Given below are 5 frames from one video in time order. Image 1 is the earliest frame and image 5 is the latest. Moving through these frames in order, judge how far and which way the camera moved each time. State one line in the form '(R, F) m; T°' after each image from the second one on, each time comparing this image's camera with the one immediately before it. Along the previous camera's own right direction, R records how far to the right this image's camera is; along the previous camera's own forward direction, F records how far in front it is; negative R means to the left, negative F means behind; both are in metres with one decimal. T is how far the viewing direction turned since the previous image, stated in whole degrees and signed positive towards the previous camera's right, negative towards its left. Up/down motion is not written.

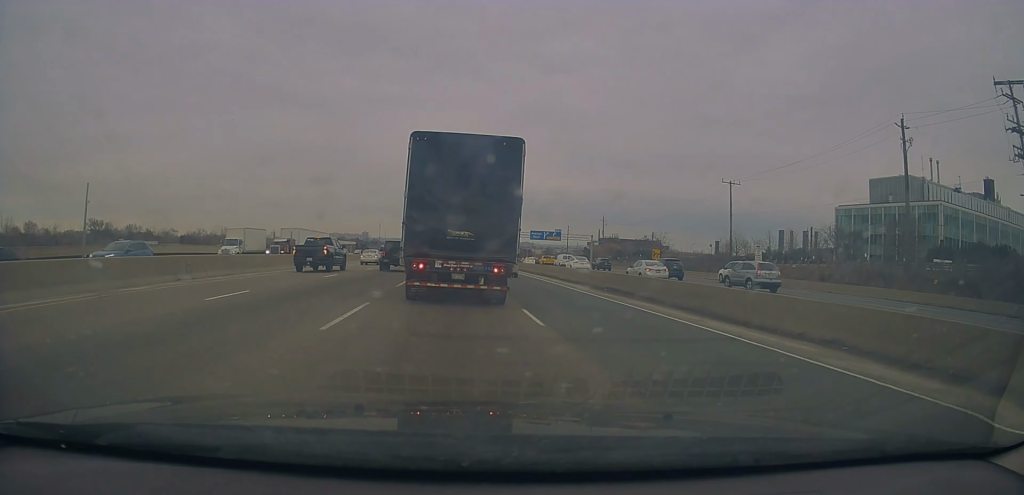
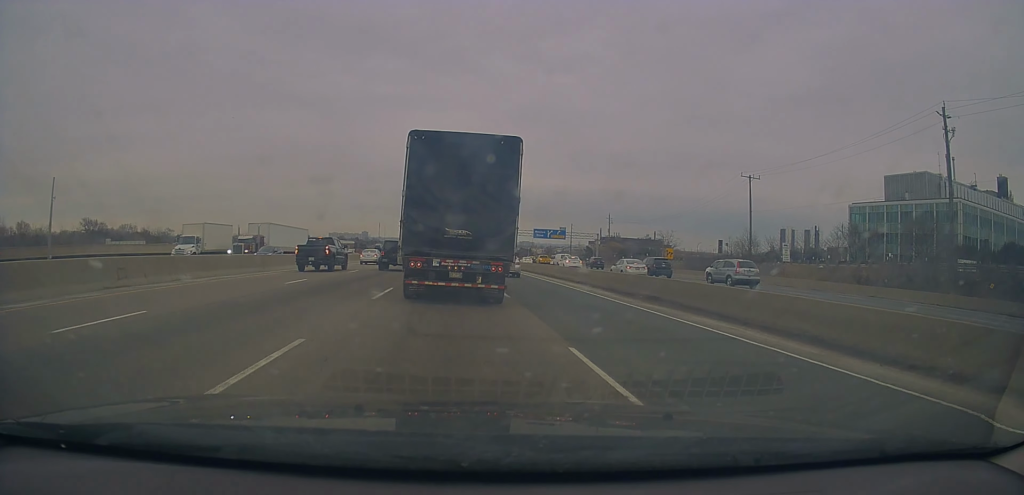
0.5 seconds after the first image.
(+0.1, +6.3) m; 0°
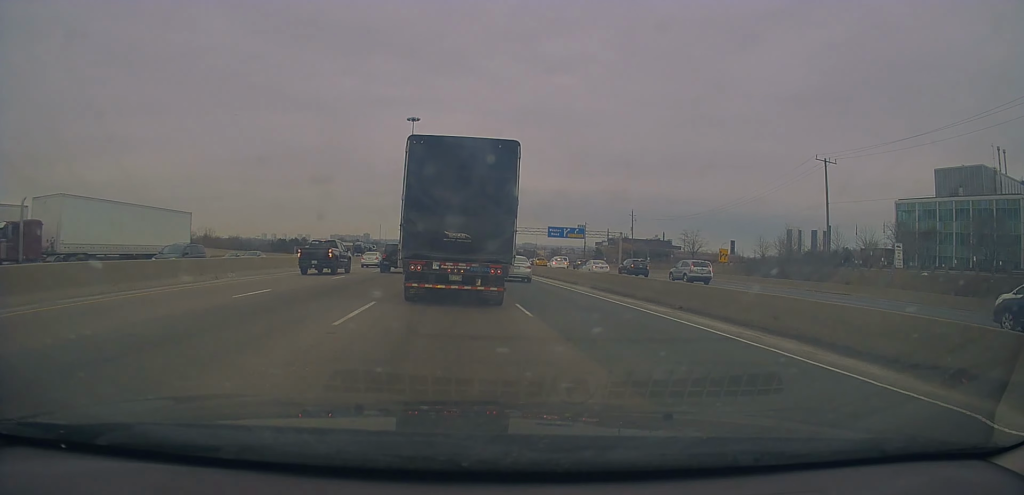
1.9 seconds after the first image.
(-0.2, +17.4) m; +1°
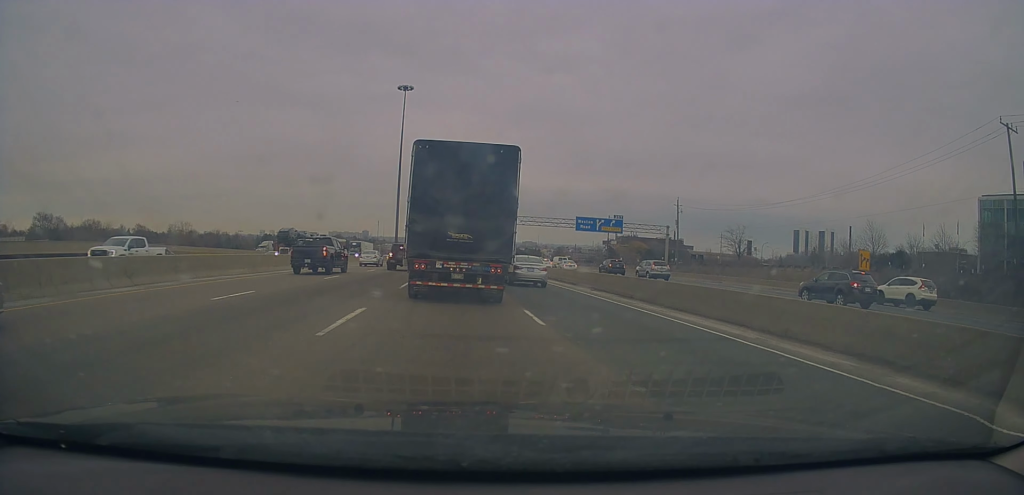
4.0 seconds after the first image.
(+1.3, +25.8) m; +3°
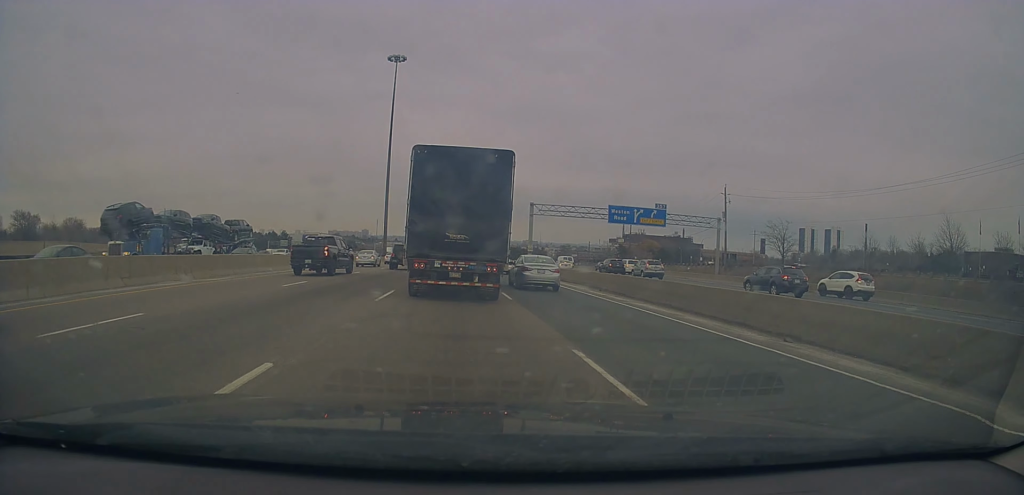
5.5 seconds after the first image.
(-0.7, +17.5) m; -3°
